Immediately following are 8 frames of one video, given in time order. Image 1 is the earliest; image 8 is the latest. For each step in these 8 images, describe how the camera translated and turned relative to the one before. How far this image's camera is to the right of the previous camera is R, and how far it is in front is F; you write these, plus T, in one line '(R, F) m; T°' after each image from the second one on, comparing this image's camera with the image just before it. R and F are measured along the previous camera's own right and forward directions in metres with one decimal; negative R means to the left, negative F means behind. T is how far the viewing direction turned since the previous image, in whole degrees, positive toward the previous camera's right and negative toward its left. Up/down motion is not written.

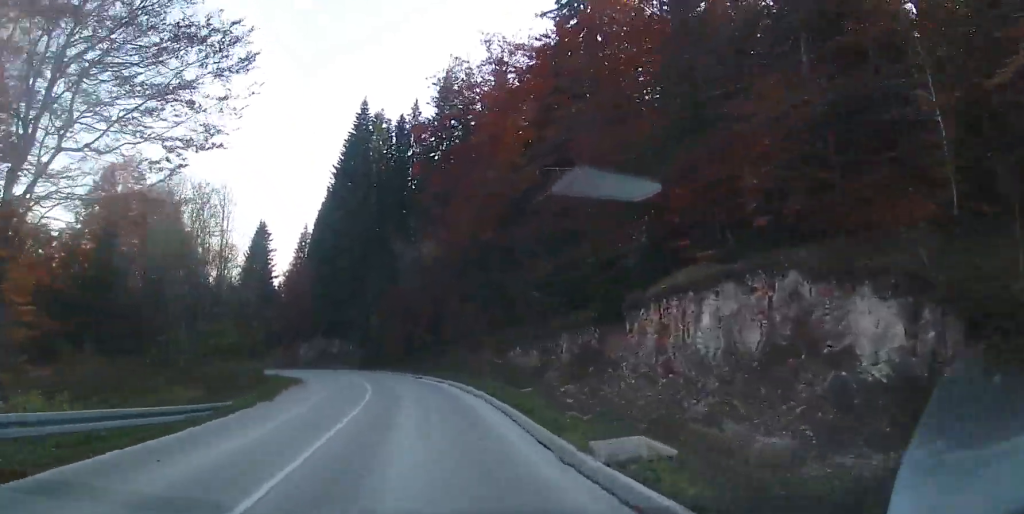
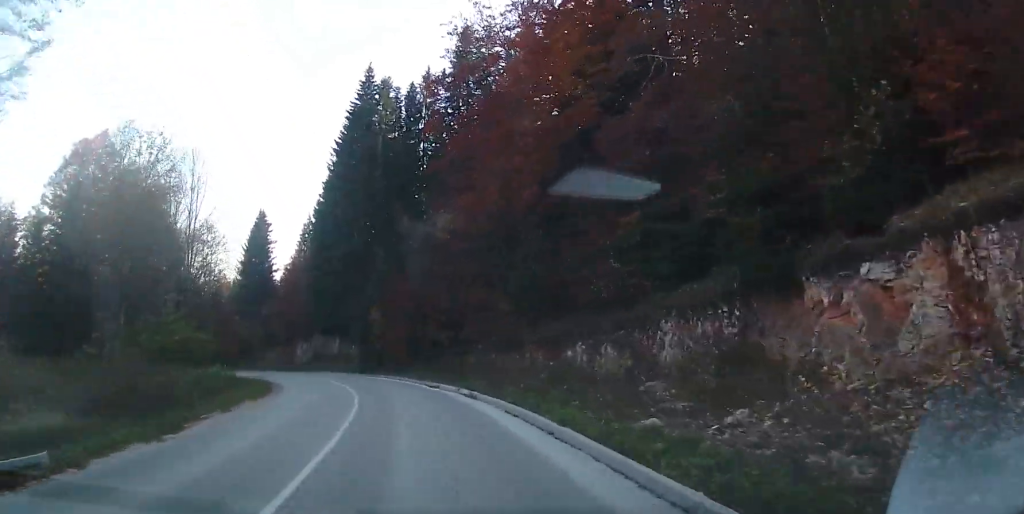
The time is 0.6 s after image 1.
(+0.1, +8.9) m; -2°
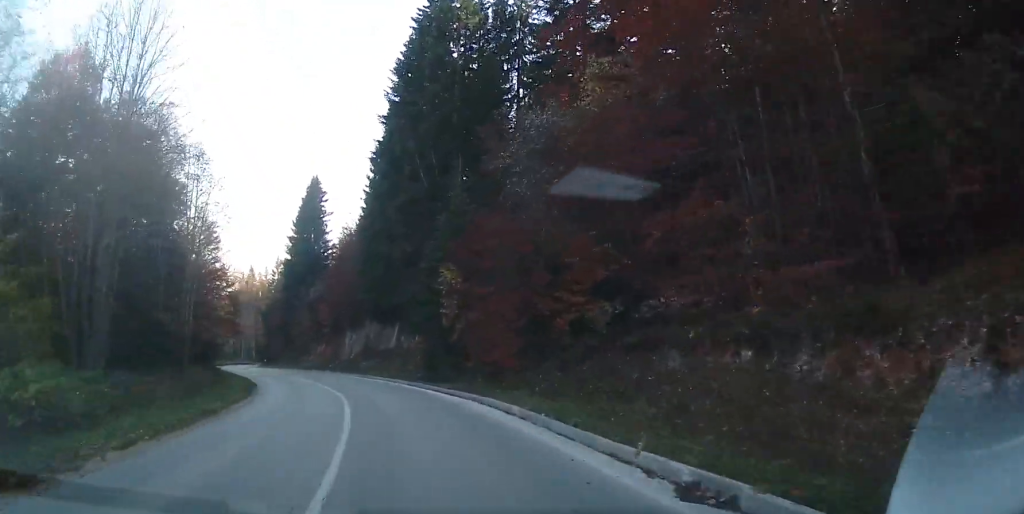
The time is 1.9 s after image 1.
(-0.9, +18.5) m; -6°
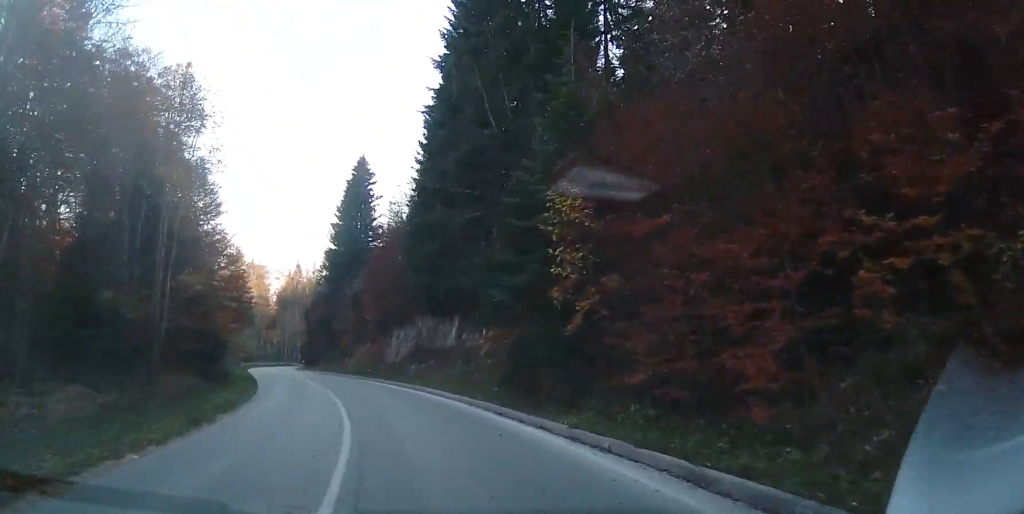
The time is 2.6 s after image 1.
(-0.4, +10.6) m; -6°
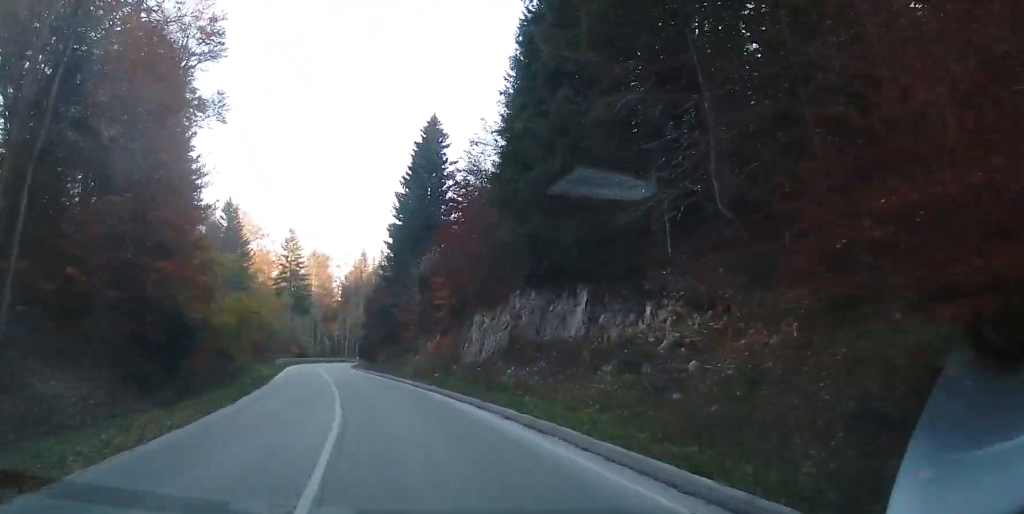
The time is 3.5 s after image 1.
(-1.0, +14.0) m; -10°
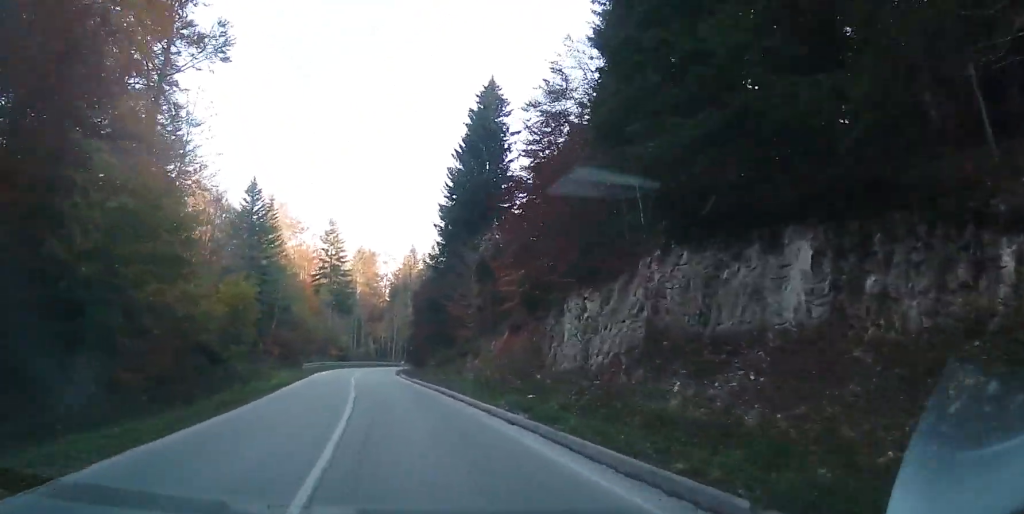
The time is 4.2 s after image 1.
(-1.0, +10.1) m; -6°
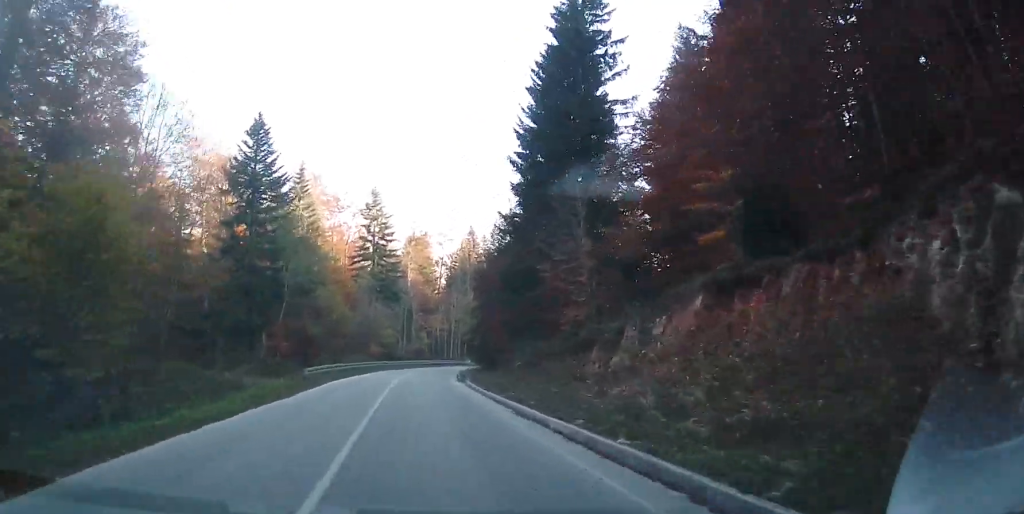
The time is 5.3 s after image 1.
(-0.2, +17.1) m; 0°
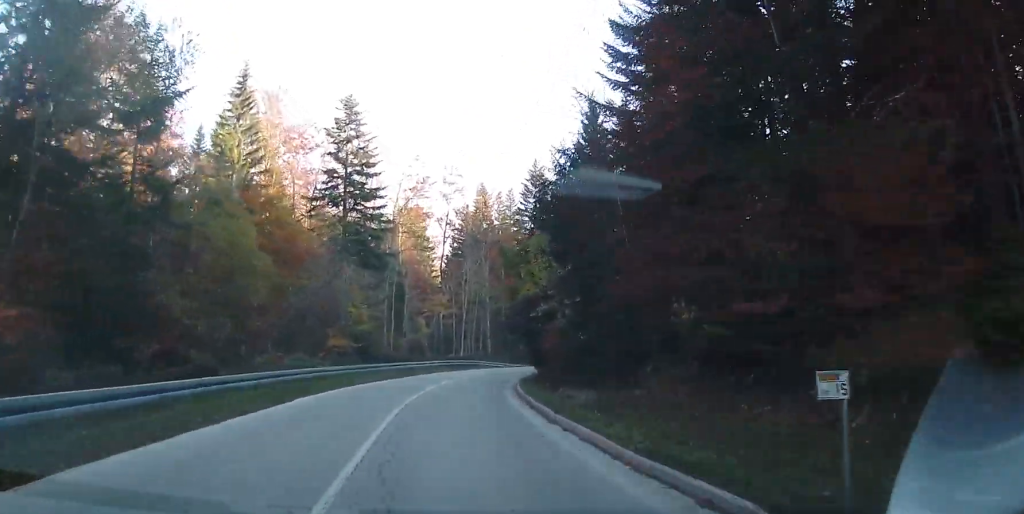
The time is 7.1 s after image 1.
(+0.4, +29.8) m; +5°
